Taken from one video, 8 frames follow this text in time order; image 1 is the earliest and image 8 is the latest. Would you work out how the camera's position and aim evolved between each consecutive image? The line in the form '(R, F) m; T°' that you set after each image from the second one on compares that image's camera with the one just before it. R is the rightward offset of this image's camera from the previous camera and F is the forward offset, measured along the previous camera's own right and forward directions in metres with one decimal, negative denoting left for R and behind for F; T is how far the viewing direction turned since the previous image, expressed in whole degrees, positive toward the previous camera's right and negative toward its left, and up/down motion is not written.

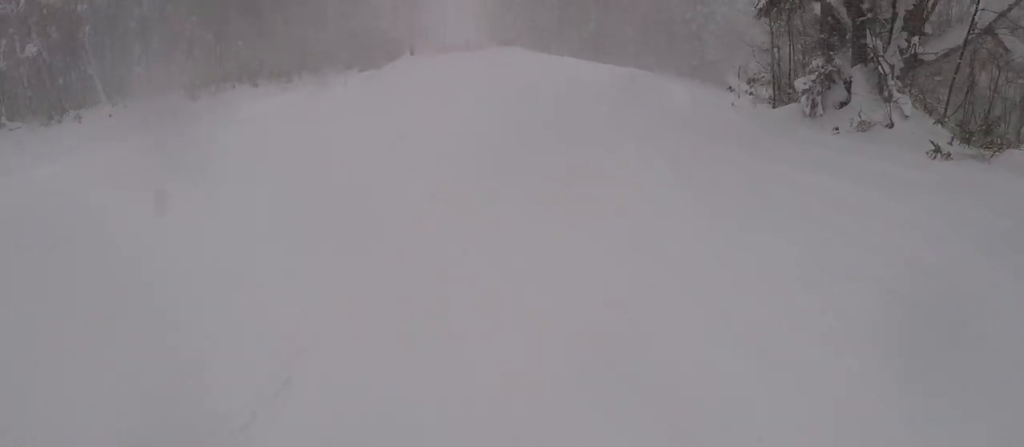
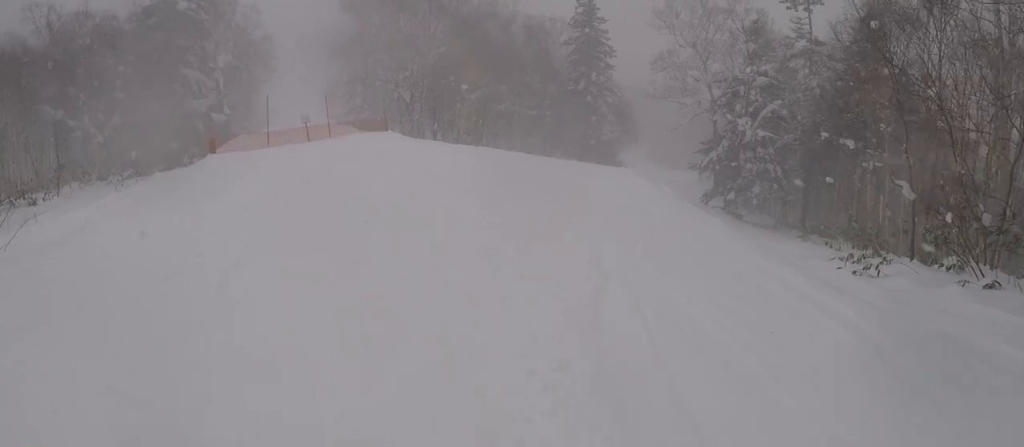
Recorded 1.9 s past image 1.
(-0.1, +14.7) m; +8°
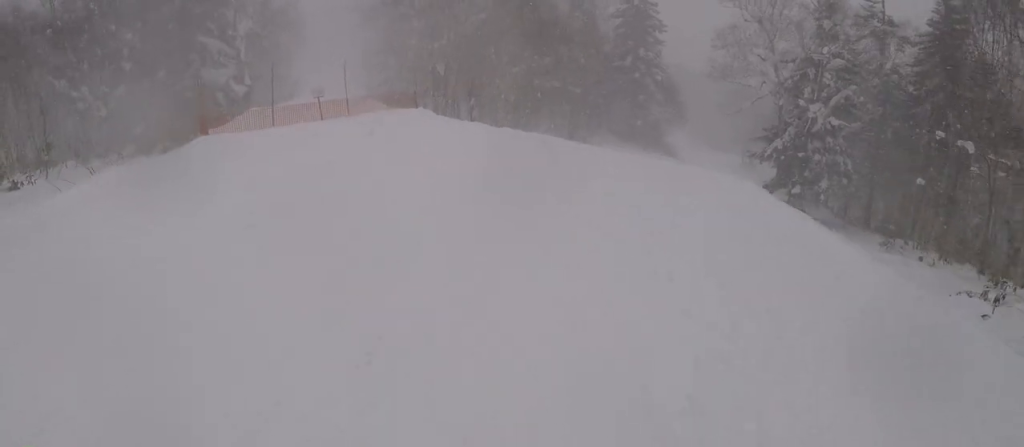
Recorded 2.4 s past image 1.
(+0.1, +3.8) m; +1°
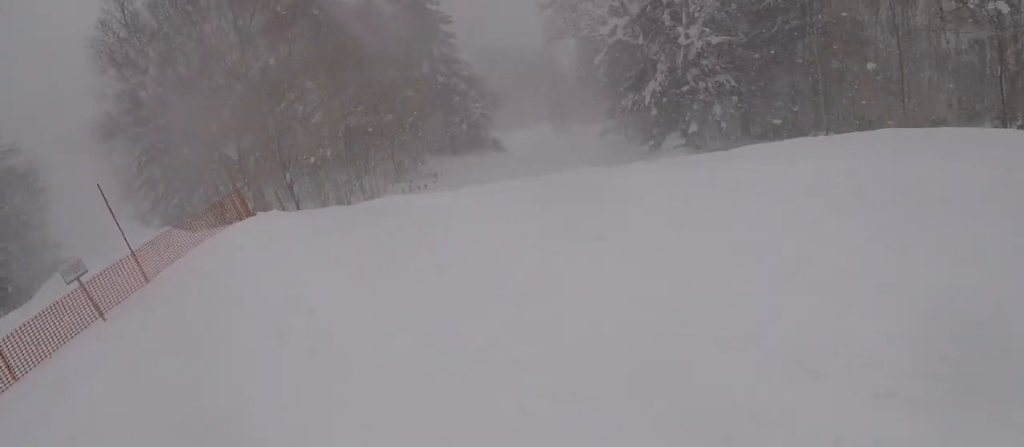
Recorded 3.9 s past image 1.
(0.0, +9.7) m; +7°
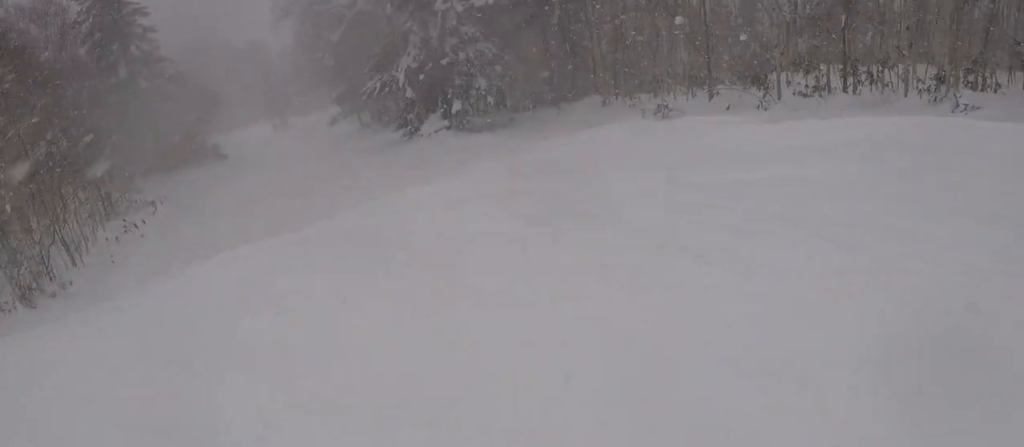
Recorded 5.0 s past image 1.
(+0.8, +6.2) m; +28°
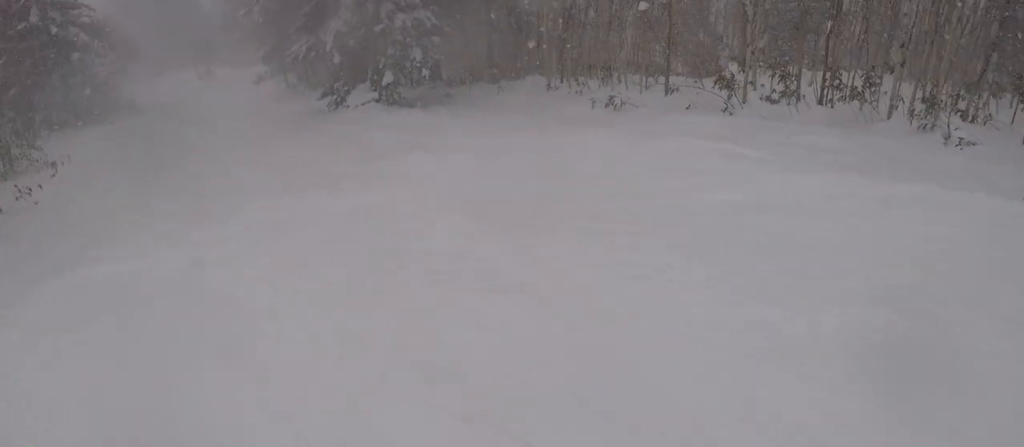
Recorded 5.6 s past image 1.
(+0.9, +2.9) m; +4°
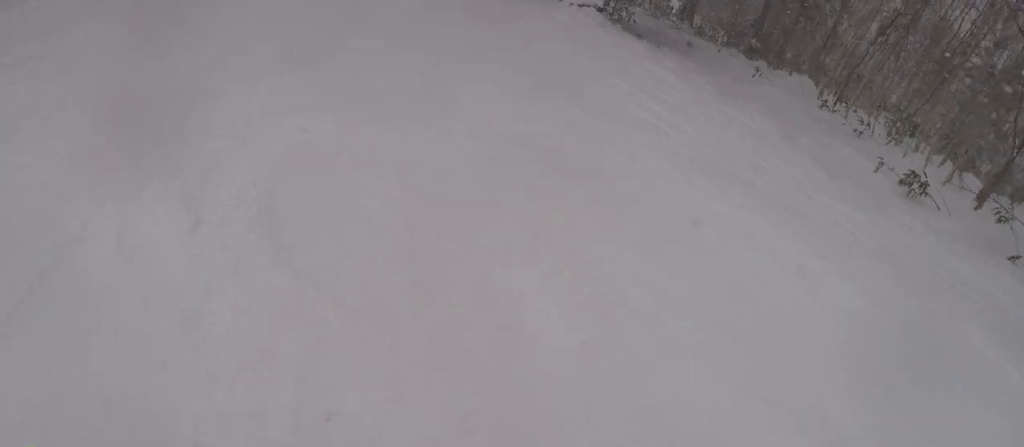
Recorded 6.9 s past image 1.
(-0.2, +7.1) m; -14°
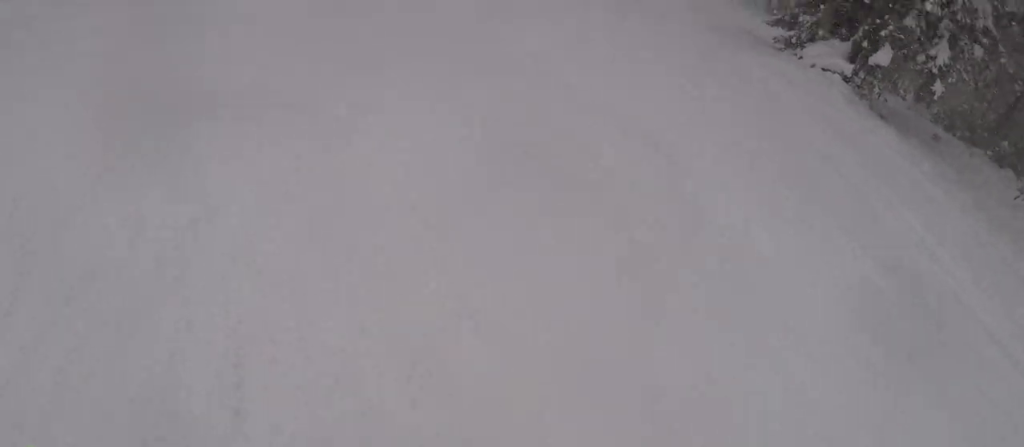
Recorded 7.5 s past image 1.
(-0.3, +3.2) m; -8°
